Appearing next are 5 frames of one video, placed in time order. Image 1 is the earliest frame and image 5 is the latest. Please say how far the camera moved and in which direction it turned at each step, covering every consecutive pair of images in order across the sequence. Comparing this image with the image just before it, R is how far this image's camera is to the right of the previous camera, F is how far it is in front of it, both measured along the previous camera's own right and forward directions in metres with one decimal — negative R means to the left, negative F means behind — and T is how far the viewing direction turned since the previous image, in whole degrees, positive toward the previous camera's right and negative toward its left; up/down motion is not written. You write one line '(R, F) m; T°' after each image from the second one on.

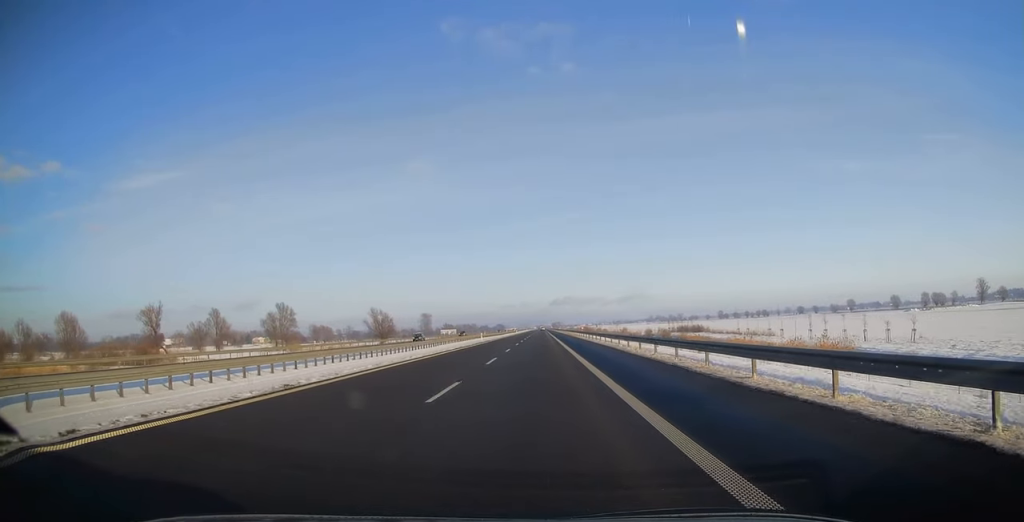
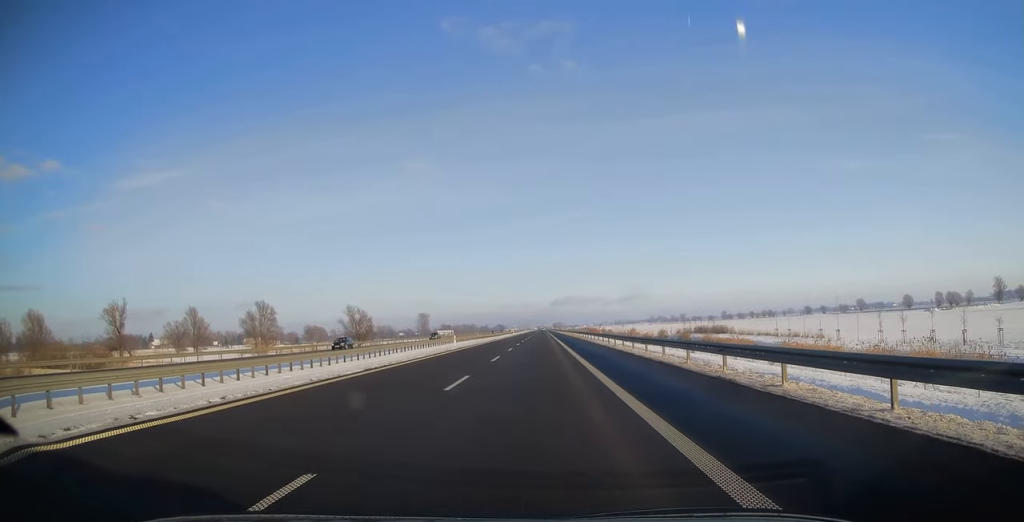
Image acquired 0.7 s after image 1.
(+0.3, +21.8) m; 0°
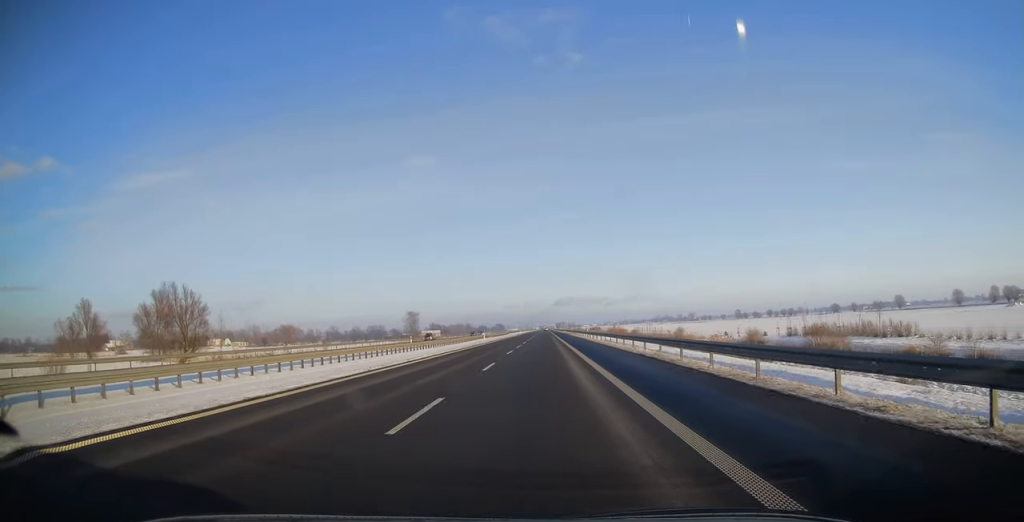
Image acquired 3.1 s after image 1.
(-1.1, +77.6) m; 0°
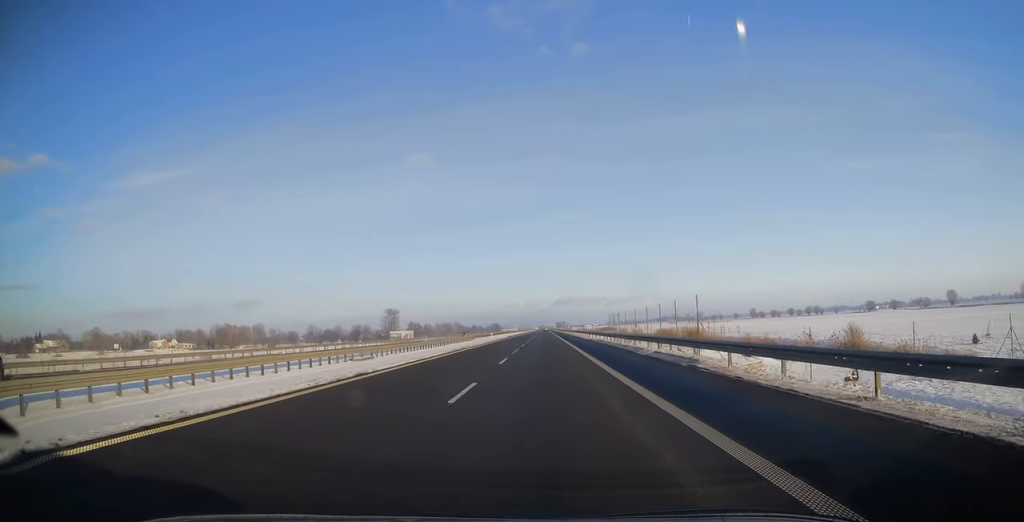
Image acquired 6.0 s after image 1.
(+0.3, +92.4) m; 0°
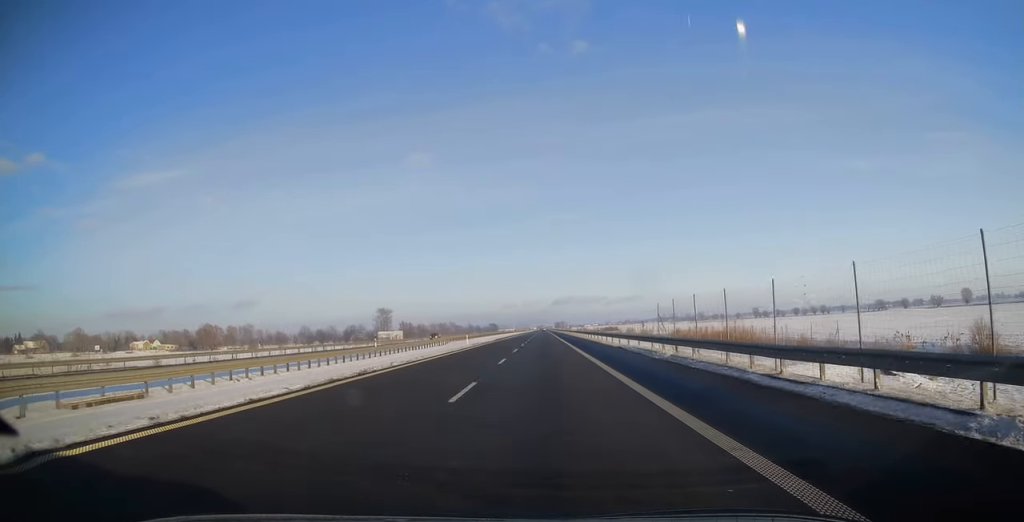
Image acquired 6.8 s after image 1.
(0.0, +23.9) m; +1°
